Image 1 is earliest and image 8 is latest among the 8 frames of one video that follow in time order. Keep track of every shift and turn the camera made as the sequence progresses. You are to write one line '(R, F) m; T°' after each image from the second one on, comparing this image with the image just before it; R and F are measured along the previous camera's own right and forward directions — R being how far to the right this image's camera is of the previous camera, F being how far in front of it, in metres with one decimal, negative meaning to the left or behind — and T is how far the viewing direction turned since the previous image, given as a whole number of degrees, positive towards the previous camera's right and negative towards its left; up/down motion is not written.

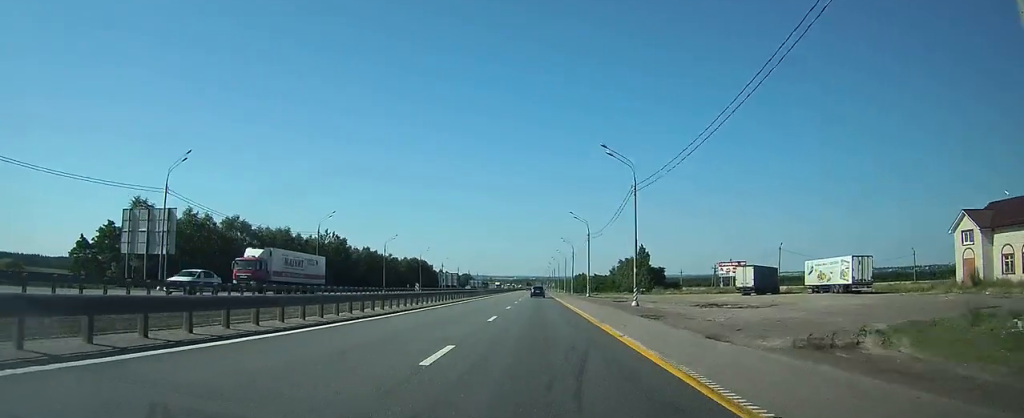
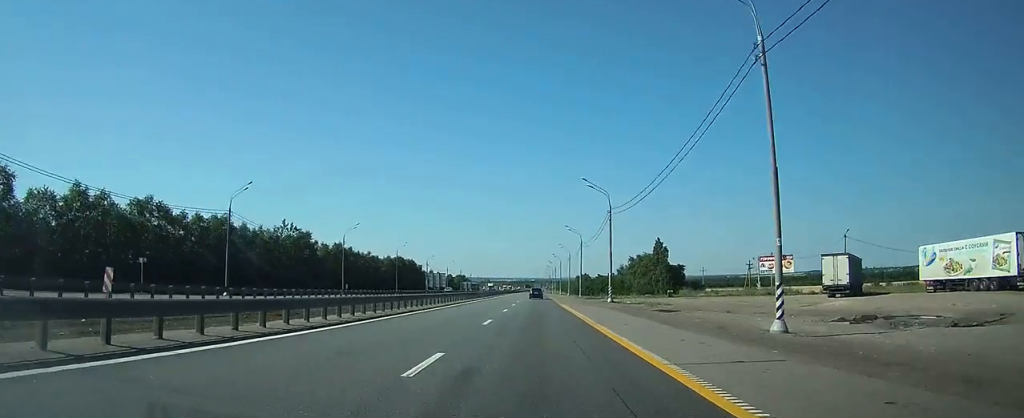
(0.0, +25.0) m; 0°
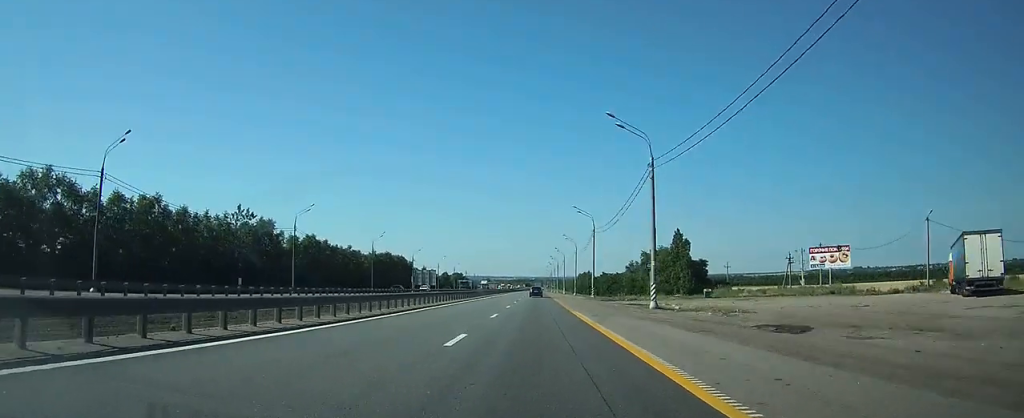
(0.0, +19.9) m; 0°
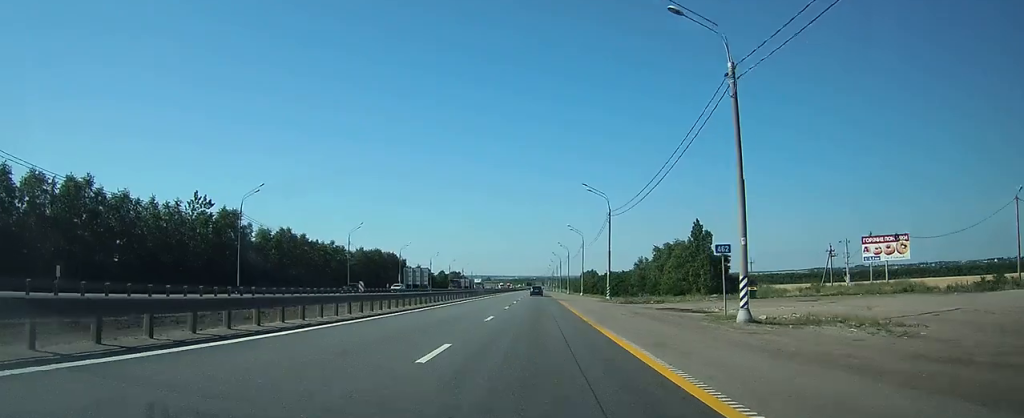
(0.0, +14.8) m; 0°
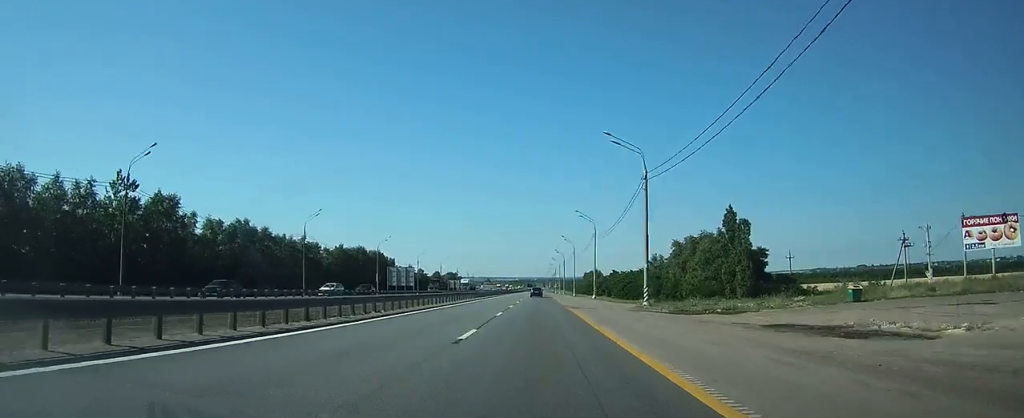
(0.0, +19.3) m; 0°
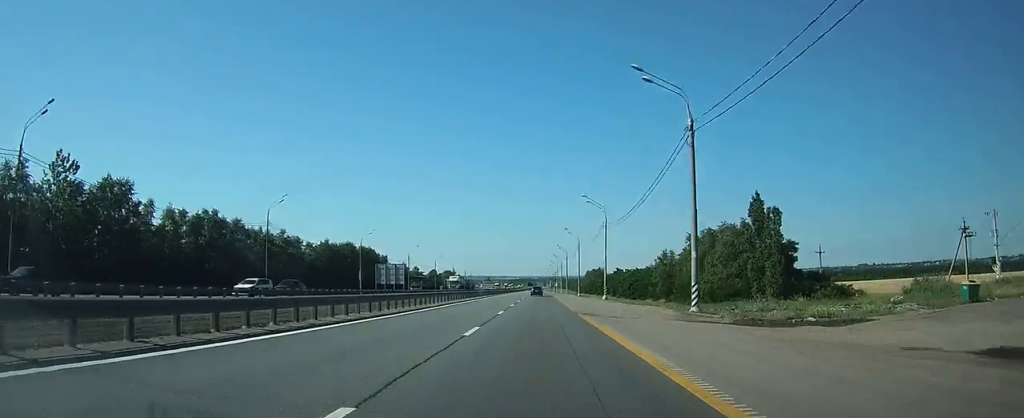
(0.0, +11.4) m; 0°
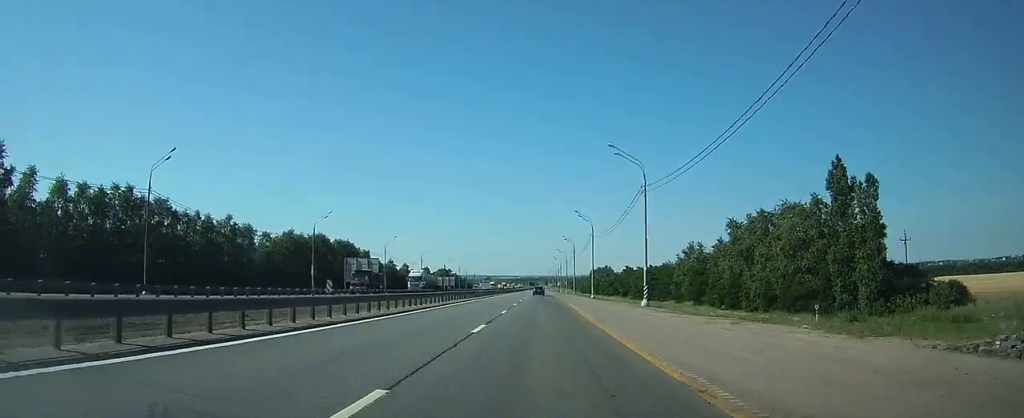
(0.0, +22.9) m; 0°
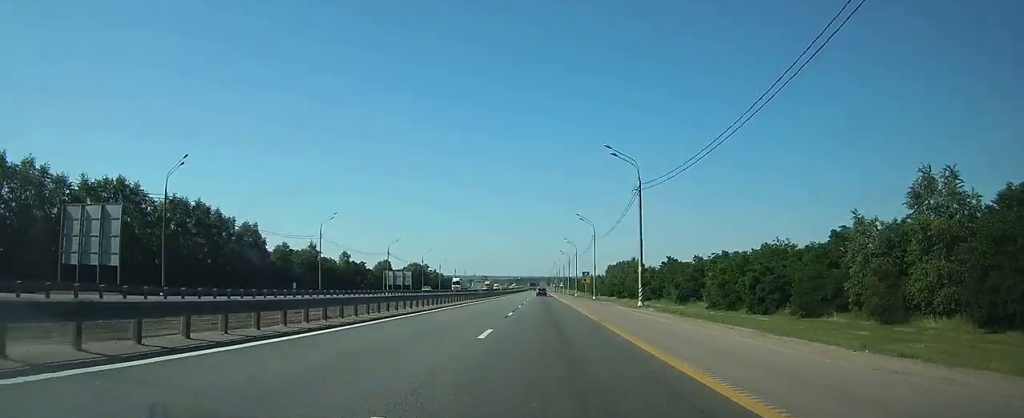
(+0.2, +72.8) m; 0°
